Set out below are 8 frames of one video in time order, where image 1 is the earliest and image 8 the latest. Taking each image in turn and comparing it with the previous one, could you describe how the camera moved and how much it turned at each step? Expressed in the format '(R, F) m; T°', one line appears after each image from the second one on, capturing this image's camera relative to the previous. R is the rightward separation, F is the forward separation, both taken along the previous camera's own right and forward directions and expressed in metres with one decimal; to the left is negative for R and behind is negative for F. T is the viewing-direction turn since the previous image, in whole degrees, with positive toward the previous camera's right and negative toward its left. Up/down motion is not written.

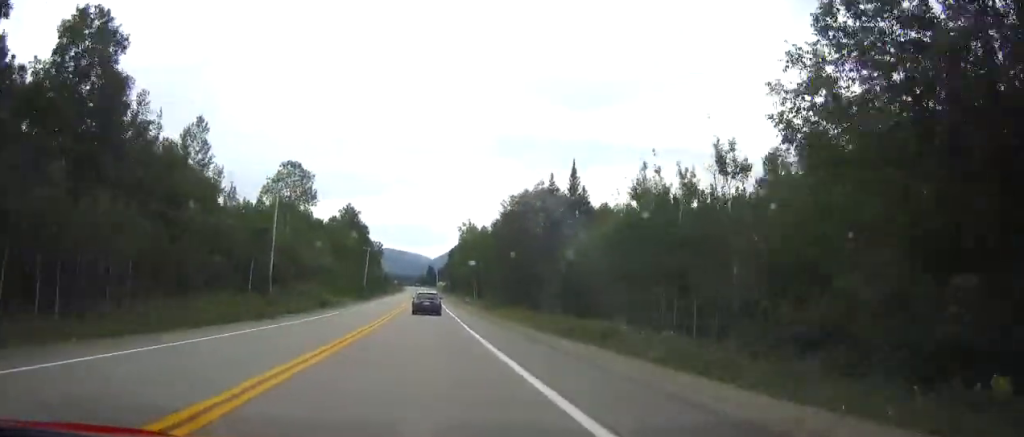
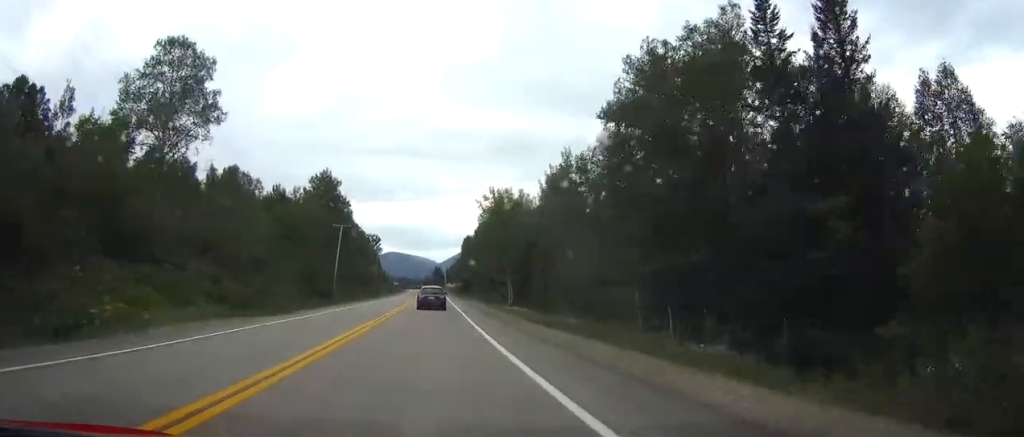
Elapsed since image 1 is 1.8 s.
(-0.1, +50.7) m; -1°
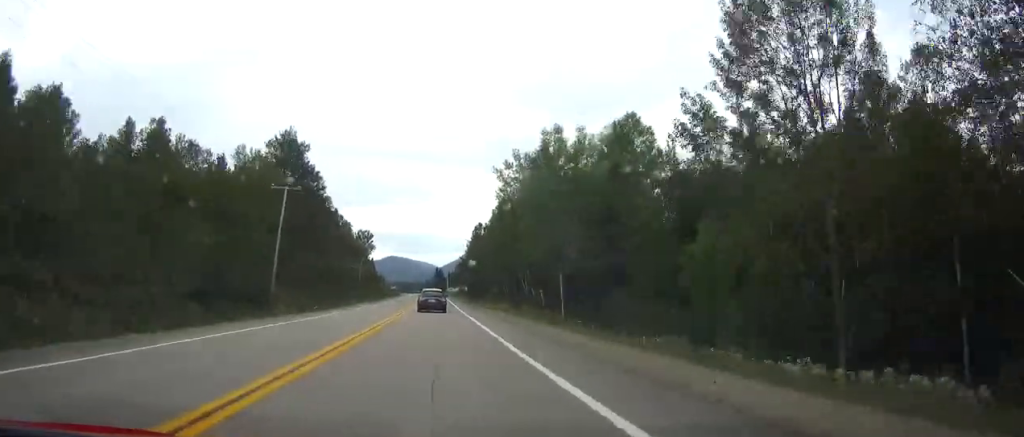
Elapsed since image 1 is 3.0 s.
(-0.2, +34.1) m; 0°
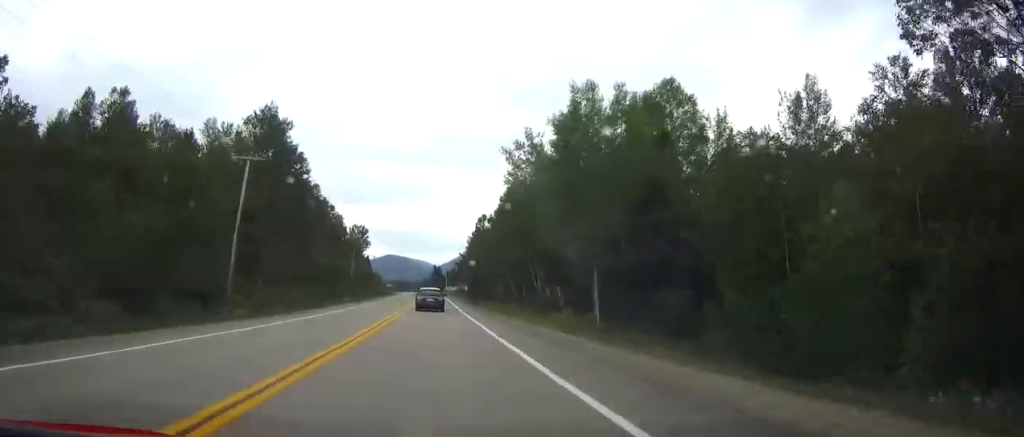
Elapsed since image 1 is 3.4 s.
(0.0, +11.4) m; 0°
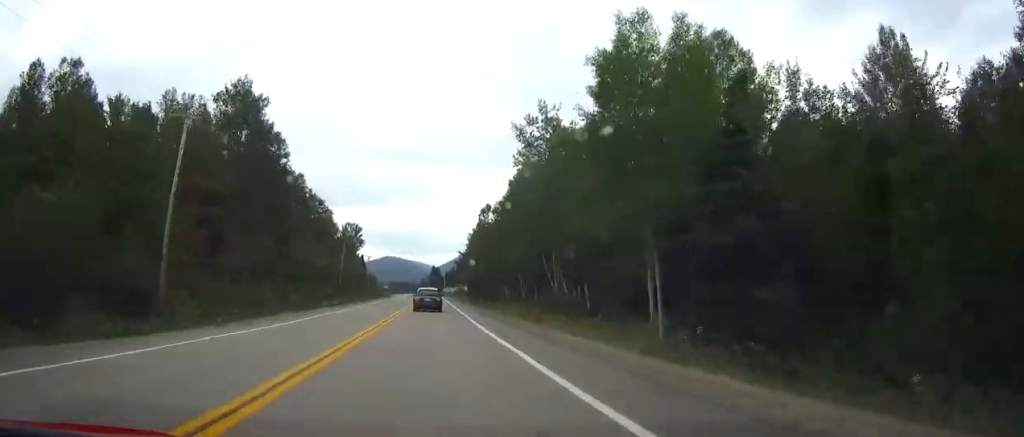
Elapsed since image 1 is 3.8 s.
(0.0, +11.4) m; 0°
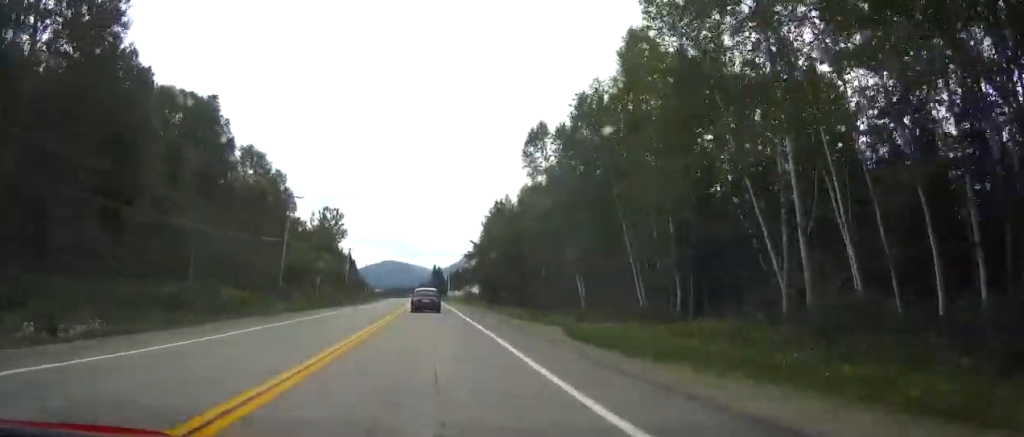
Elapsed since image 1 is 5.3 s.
(+0.3, +42.7) m; 0°
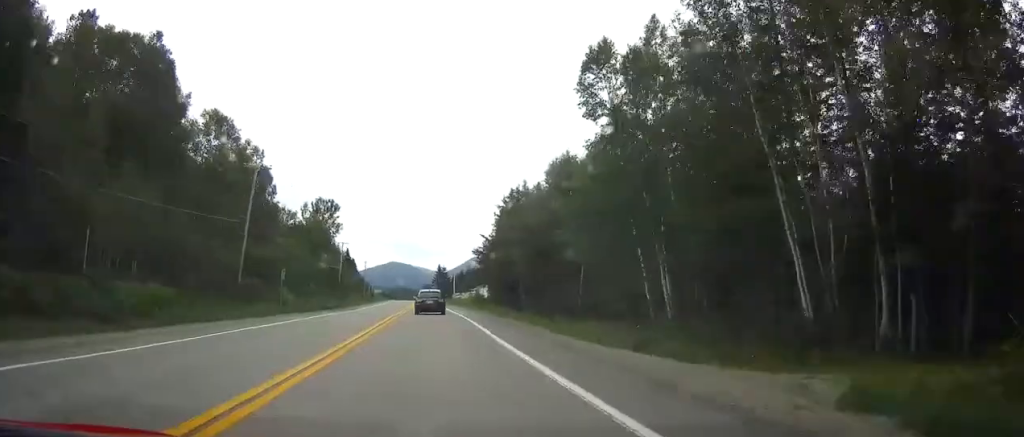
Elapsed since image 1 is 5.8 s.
(+0.1, +15.2) m; 0°
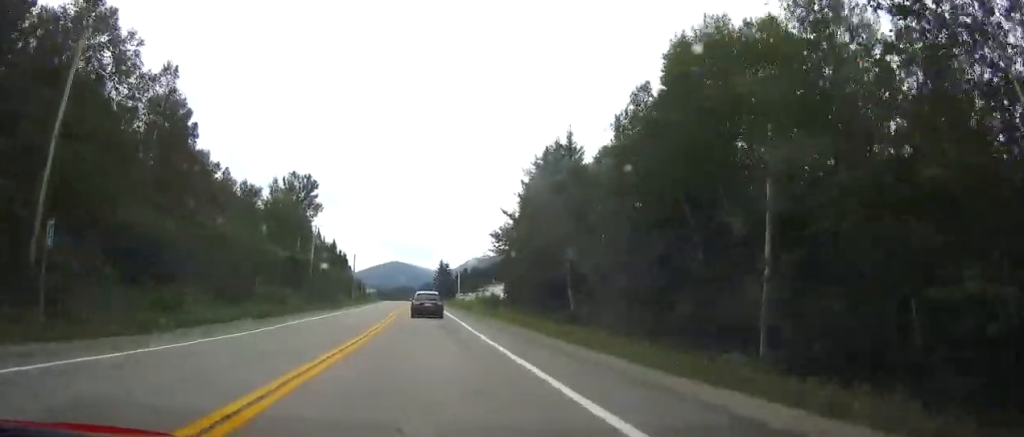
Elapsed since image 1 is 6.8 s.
(-0.2, +28.5) m; 0°
